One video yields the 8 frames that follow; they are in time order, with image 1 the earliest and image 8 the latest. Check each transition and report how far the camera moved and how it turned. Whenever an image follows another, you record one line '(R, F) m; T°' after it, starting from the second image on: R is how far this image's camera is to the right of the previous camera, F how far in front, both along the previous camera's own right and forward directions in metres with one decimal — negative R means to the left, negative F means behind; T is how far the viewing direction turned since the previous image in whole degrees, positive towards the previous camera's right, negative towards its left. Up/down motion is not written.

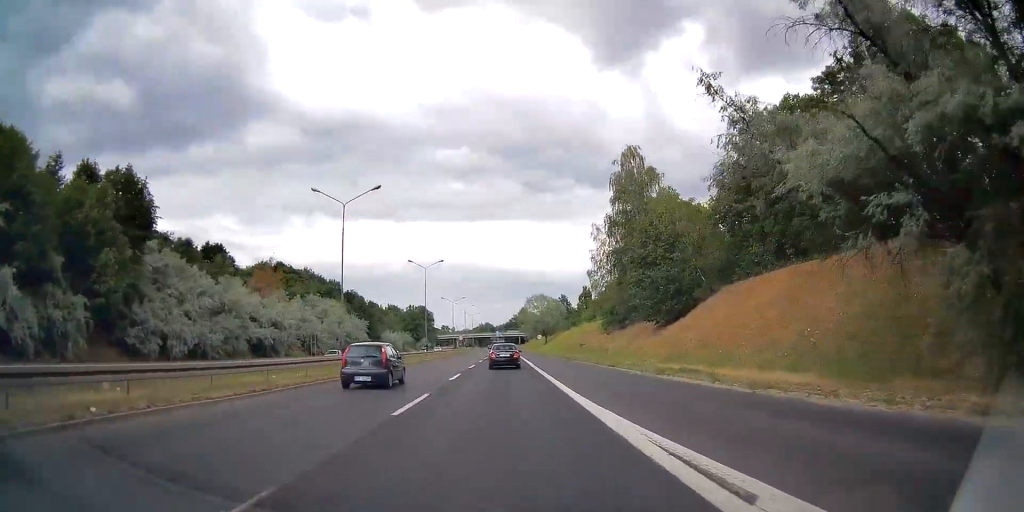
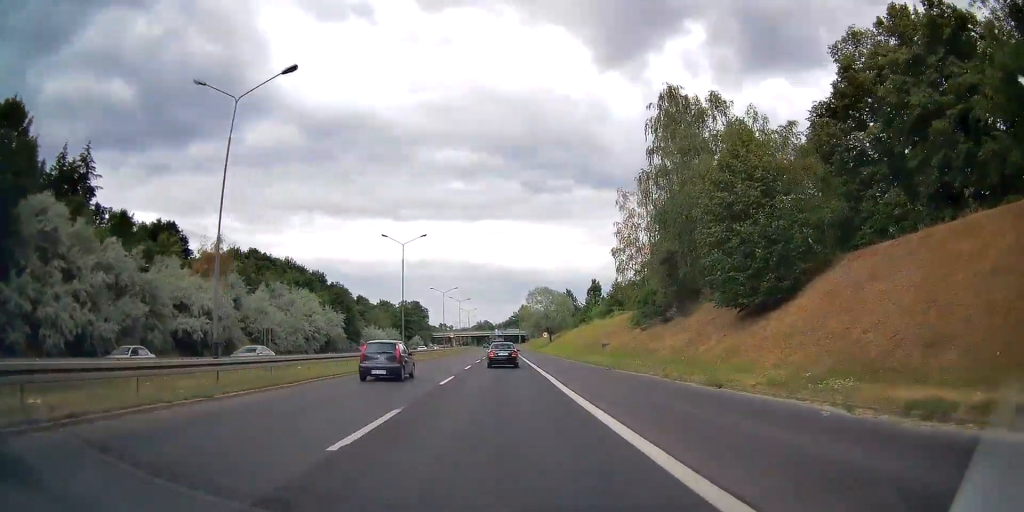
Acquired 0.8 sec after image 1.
(-0.1, +15.6) m; 0°
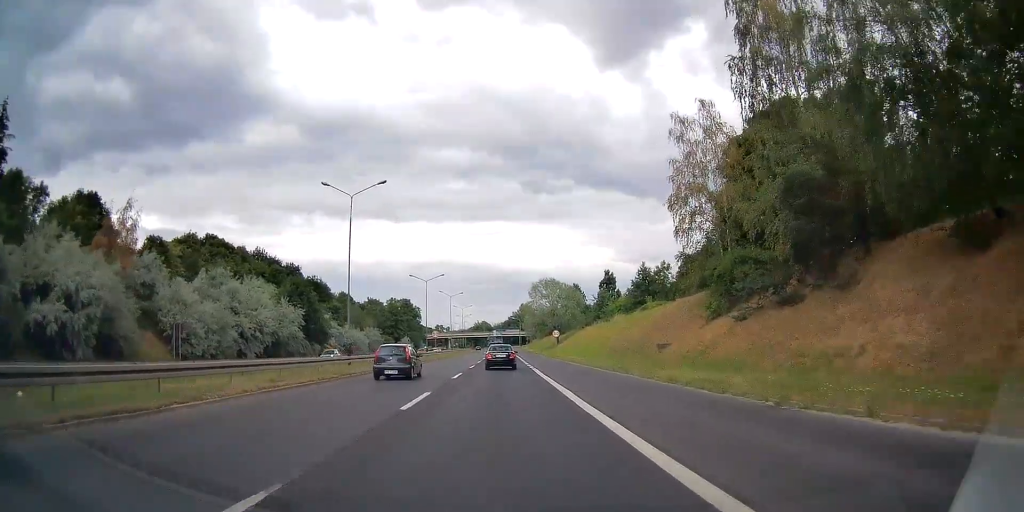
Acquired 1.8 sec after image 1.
(0.0, +18.9) m; 0°
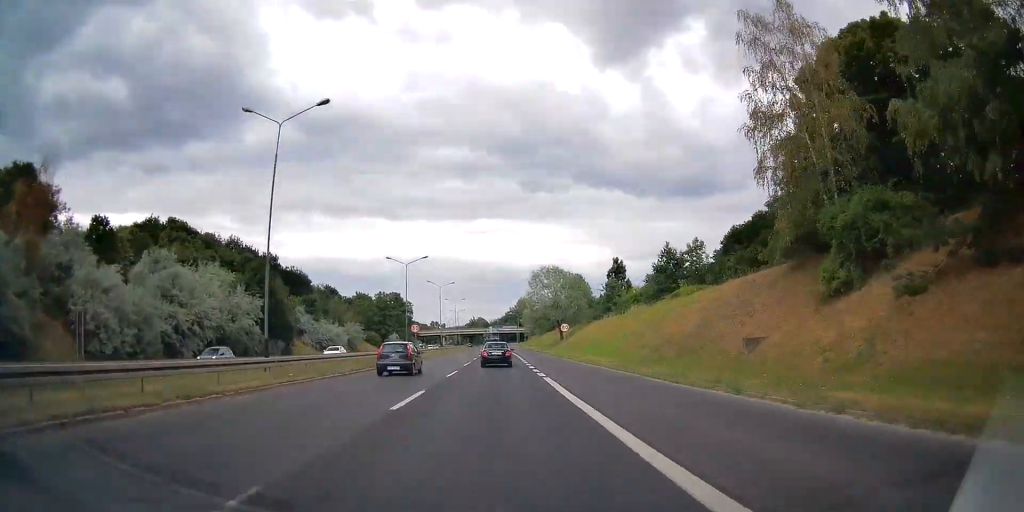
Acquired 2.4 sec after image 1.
(0.0, +12.5) m; 0°
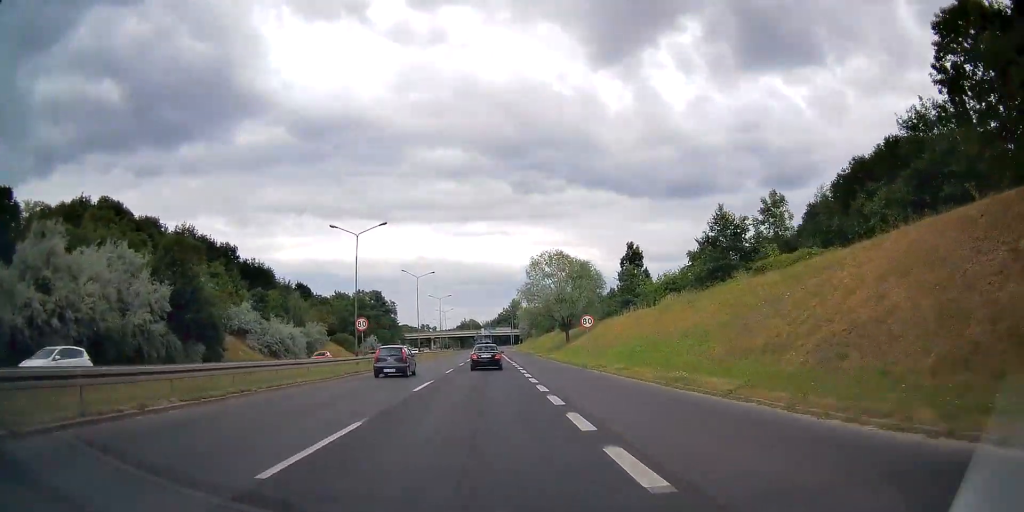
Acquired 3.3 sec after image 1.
(+0.1, +17.9) m; +1°
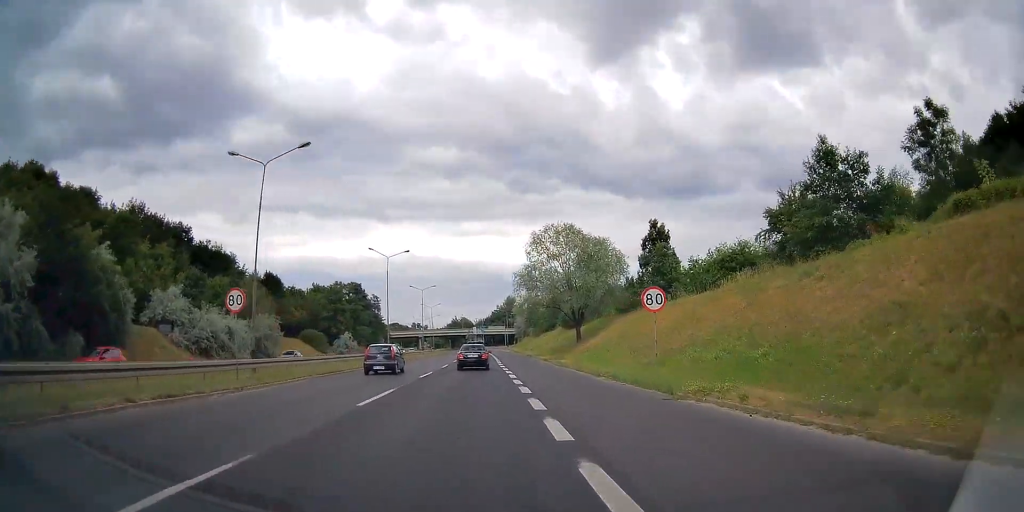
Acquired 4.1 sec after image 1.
(+0.2, +16.8) m; +1°
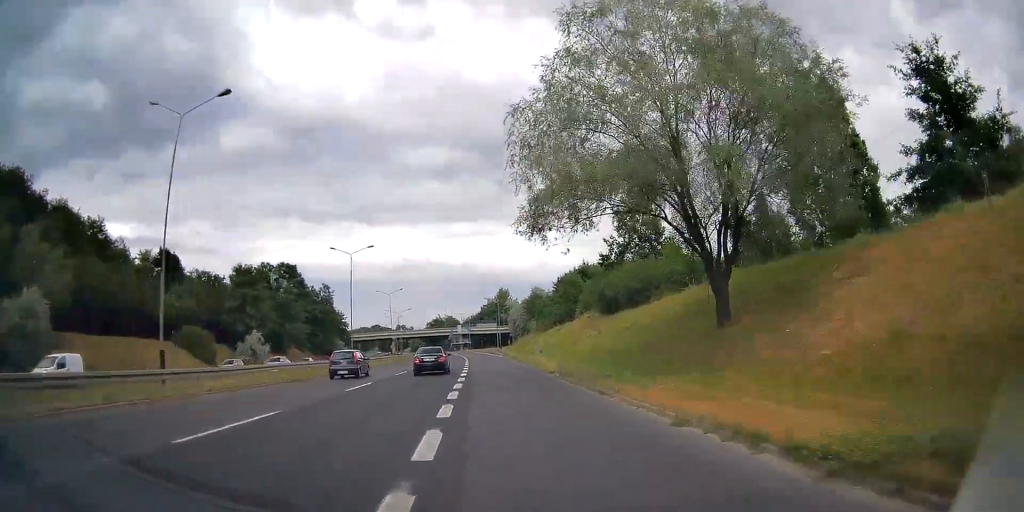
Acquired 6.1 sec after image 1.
(0.0, +41.2) m; -1°
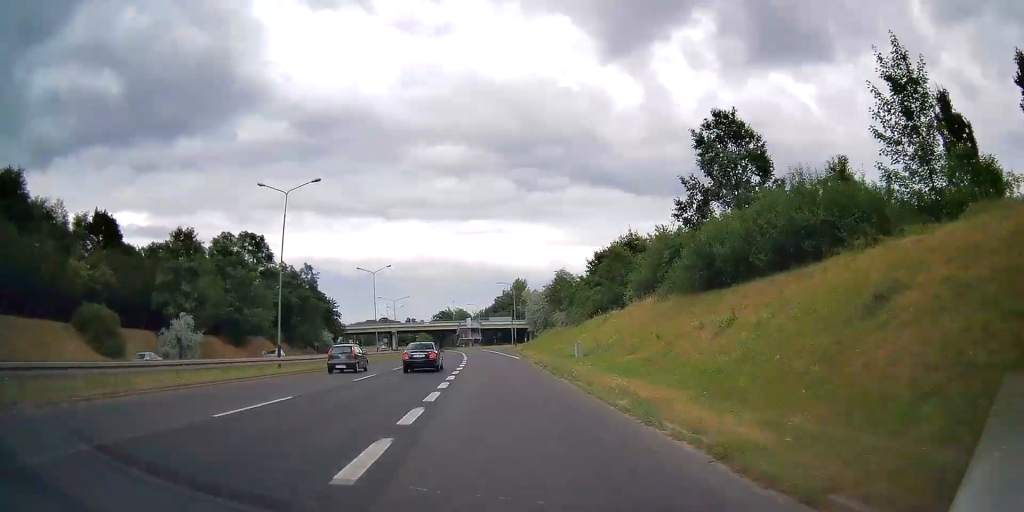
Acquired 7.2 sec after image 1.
(0.0, +21.4) m; -1°
